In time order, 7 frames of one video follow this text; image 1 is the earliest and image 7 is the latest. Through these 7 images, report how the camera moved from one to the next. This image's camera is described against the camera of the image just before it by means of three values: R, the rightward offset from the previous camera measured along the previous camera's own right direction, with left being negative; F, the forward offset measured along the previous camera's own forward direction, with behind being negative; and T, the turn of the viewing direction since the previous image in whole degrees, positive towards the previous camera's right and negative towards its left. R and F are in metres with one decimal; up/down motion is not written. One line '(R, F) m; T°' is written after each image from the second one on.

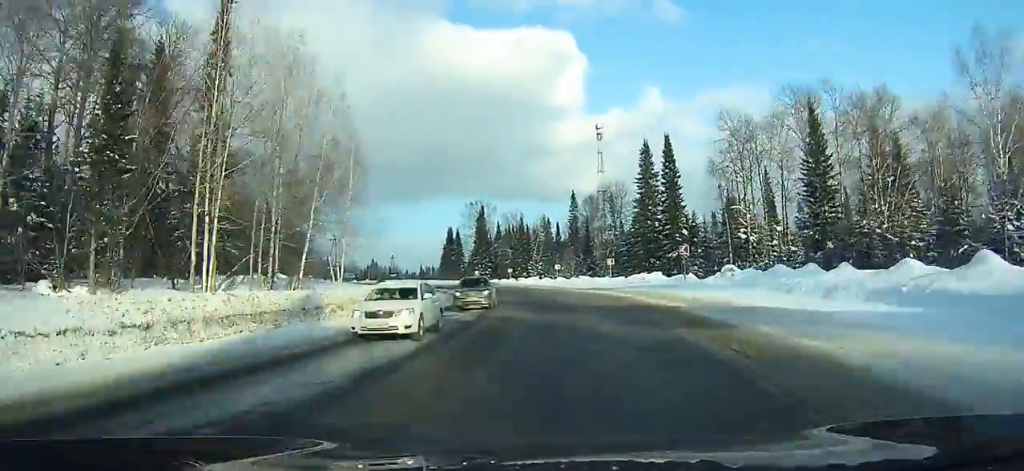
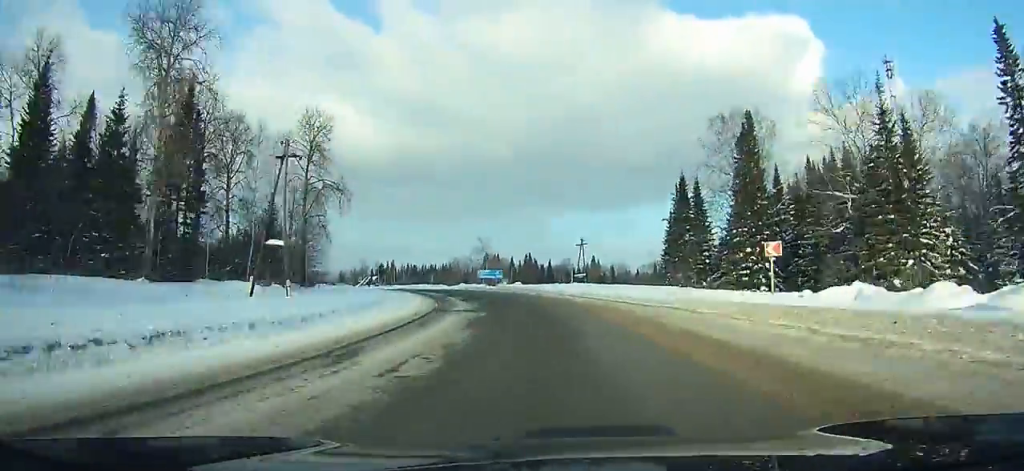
(-13.5, +89.6) m; -21°
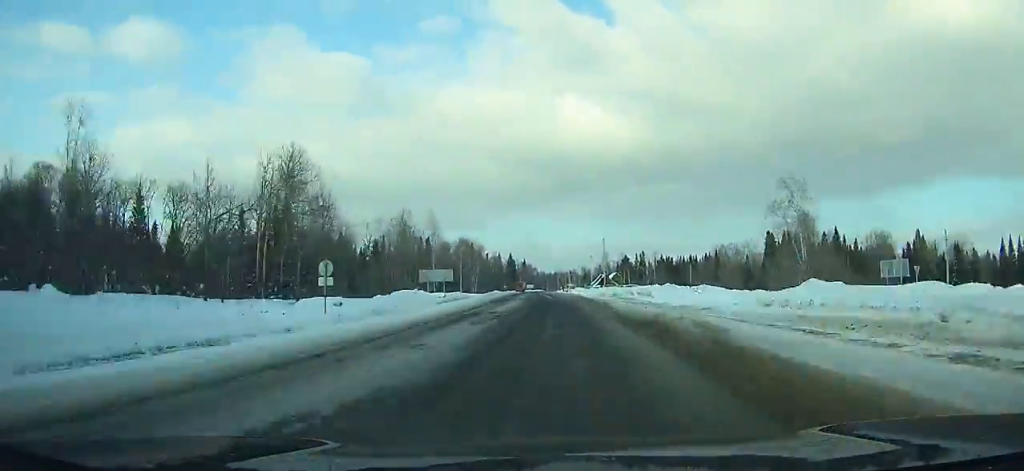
(-21.0, +88.5) m; -22°
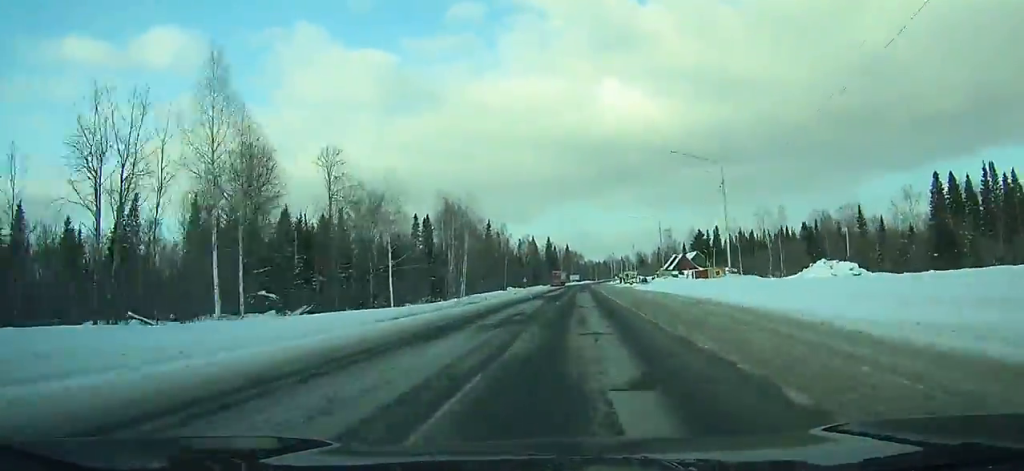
(-7.4, +75.3) m; -7°
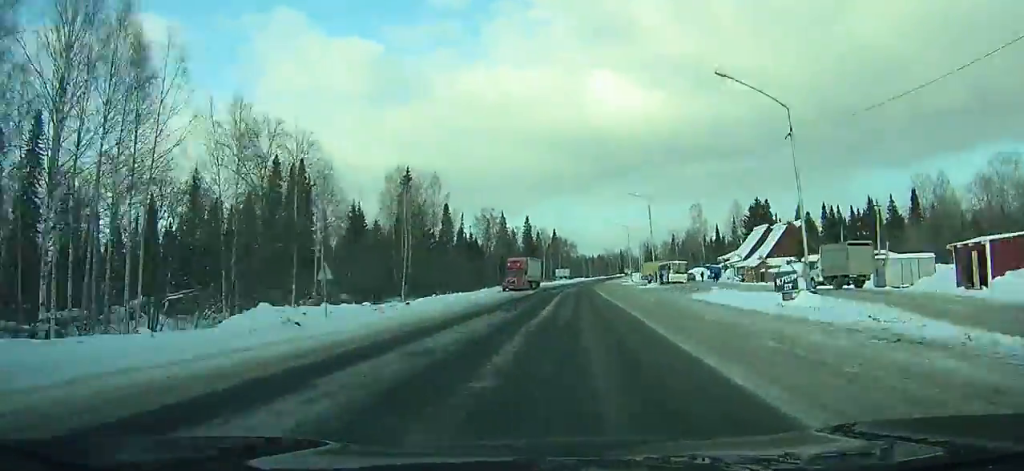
(-0.5, +83.7) m; 0°
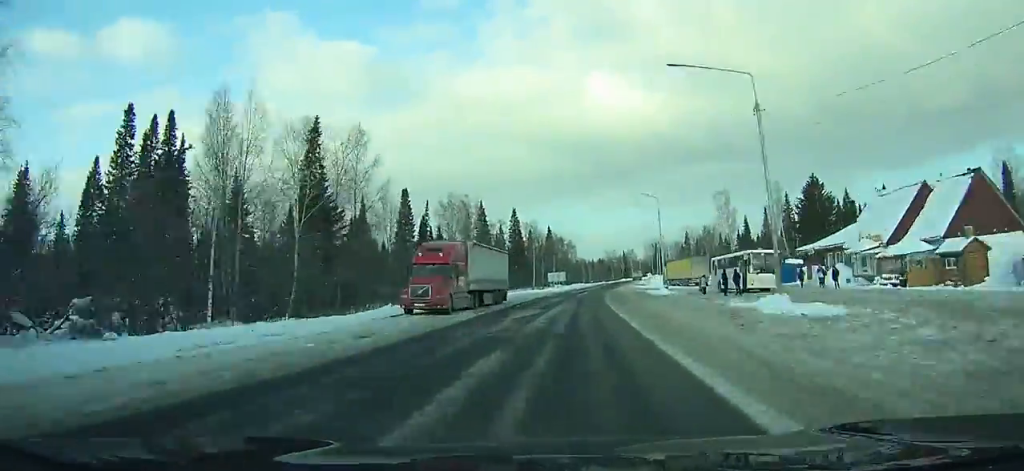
(0.0, +38.2) m; +1°
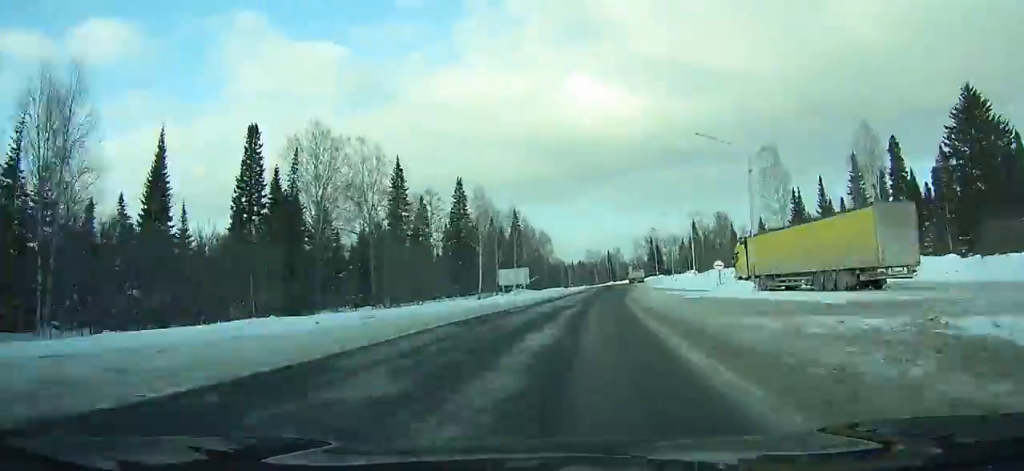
(+0.4, +52.9) m; +2°
